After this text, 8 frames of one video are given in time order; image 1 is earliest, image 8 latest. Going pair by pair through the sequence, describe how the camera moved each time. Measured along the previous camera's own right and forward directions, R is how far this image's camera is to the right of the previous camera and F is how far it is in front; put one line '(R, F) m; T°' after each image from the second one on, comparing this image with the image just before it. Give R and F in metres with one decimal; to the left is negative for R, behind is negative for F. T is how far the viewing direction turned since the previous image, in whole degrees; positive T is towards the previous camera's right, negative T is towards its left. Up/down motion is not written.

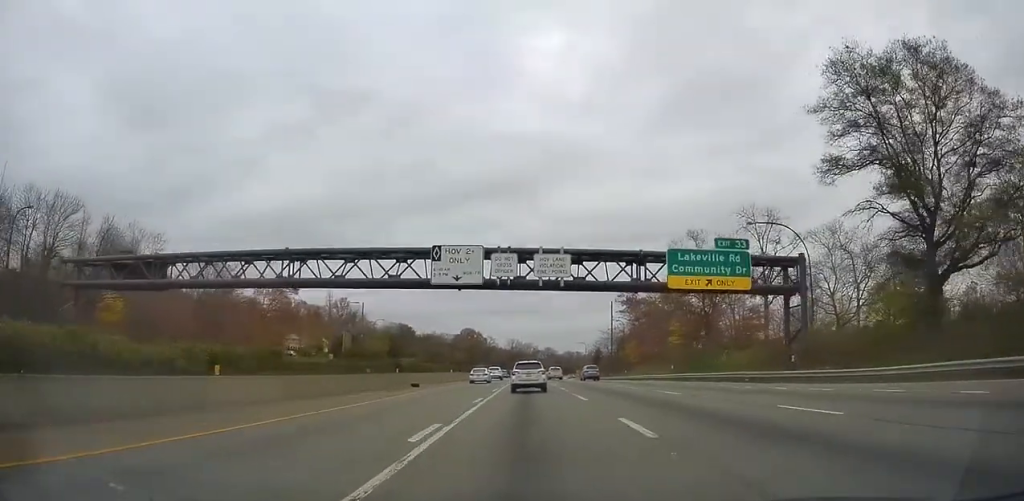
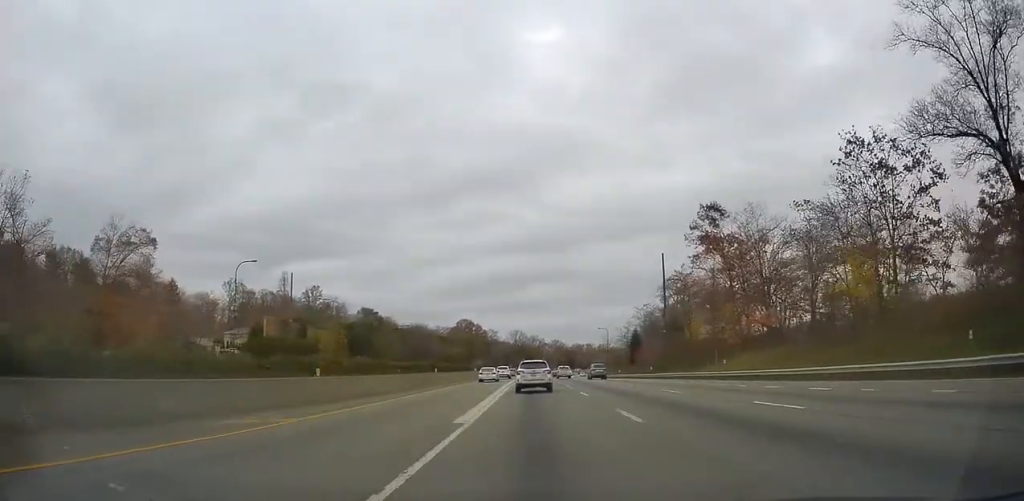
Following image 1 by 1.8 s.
(-1.6, +45.9) m; -3°
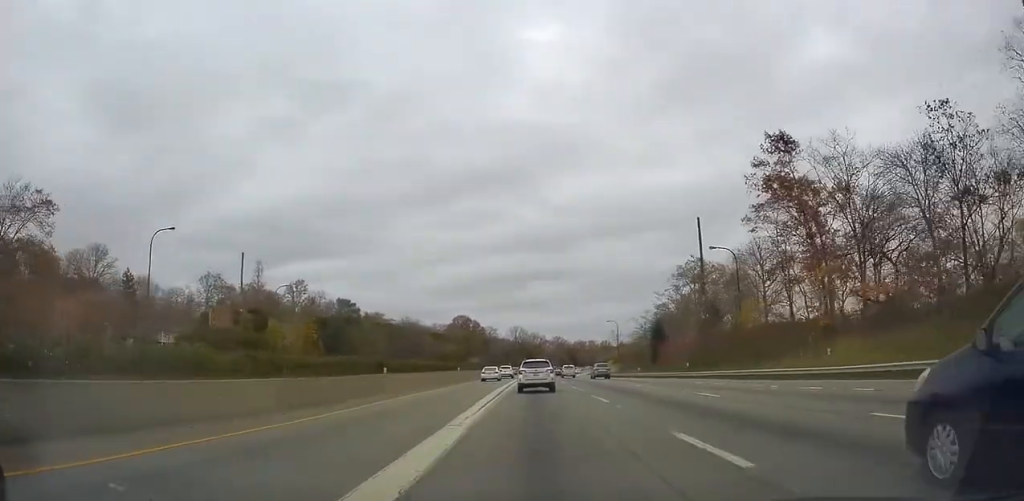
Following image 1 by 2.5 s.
(+0.1, +18.0) m; -1°
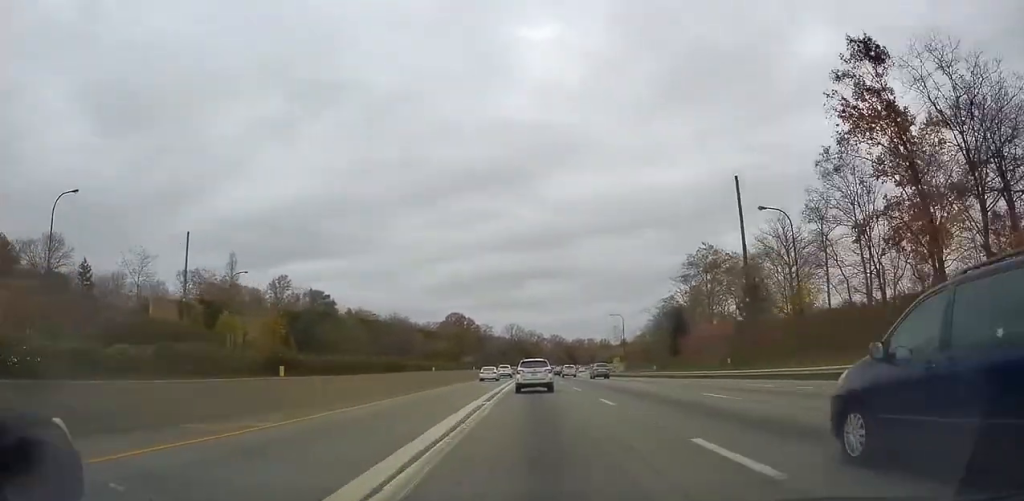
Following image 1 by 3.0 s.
(-0.3, +13.8) m; 0°
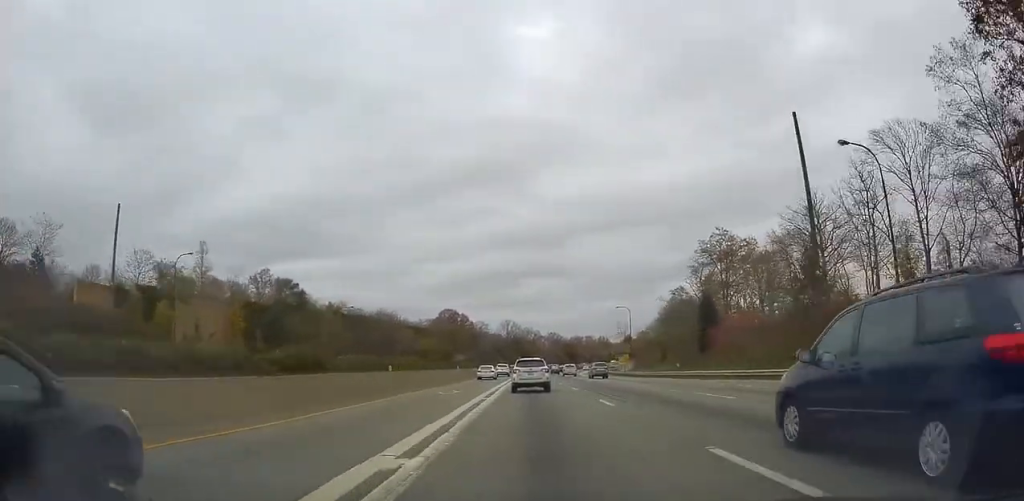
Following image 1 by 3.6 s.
(0.0, +13.3) m; 0°
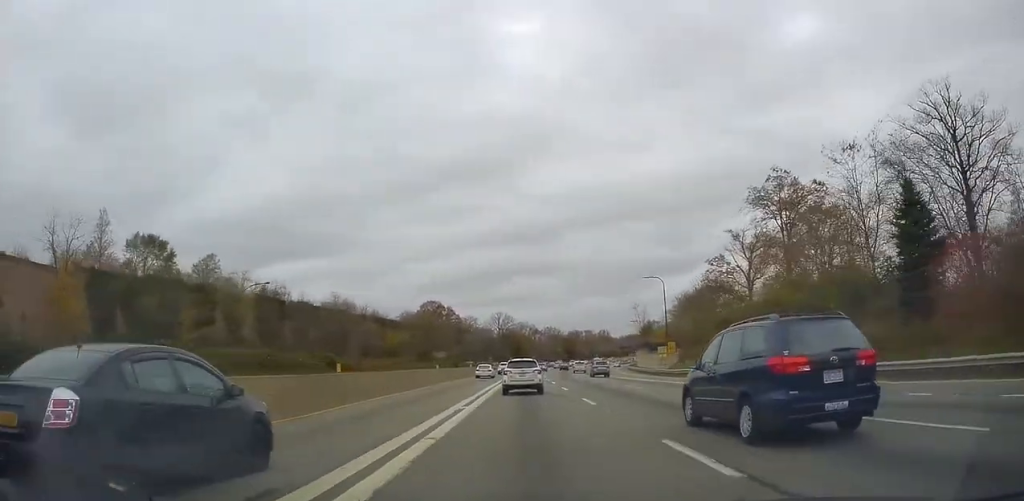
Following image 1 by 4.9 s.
(+0.7, +35.7) m; +2°
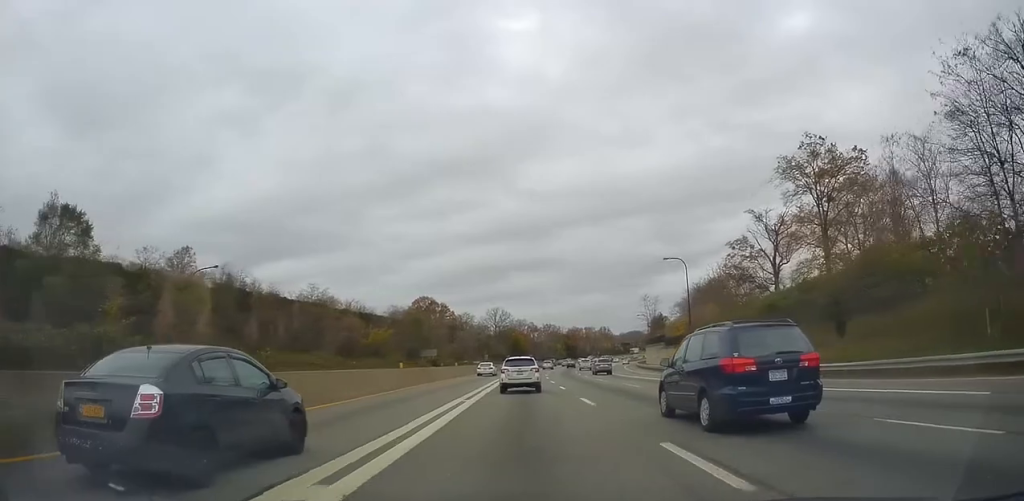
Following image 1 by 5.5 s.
(+0.1, +13.7) m; 0°
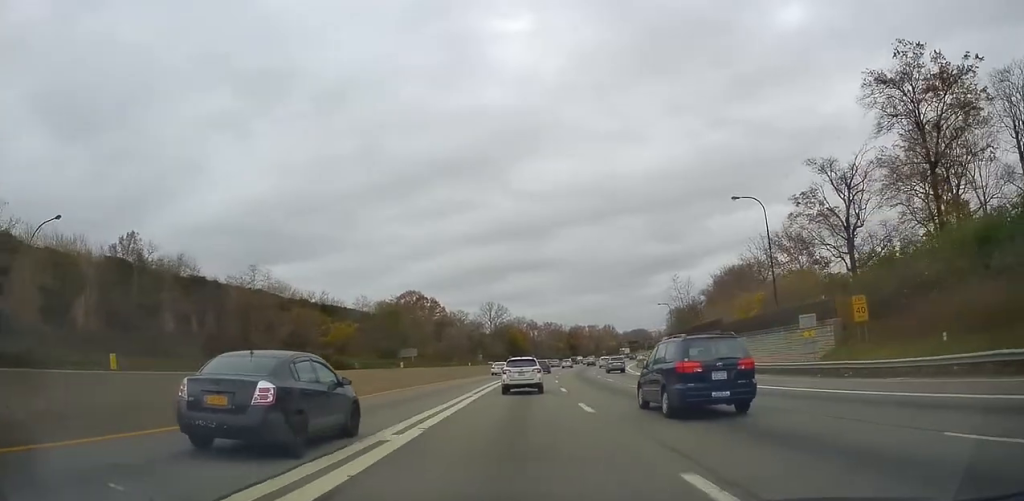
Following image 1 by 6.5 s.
(0.0, +26.6) m; 0°
